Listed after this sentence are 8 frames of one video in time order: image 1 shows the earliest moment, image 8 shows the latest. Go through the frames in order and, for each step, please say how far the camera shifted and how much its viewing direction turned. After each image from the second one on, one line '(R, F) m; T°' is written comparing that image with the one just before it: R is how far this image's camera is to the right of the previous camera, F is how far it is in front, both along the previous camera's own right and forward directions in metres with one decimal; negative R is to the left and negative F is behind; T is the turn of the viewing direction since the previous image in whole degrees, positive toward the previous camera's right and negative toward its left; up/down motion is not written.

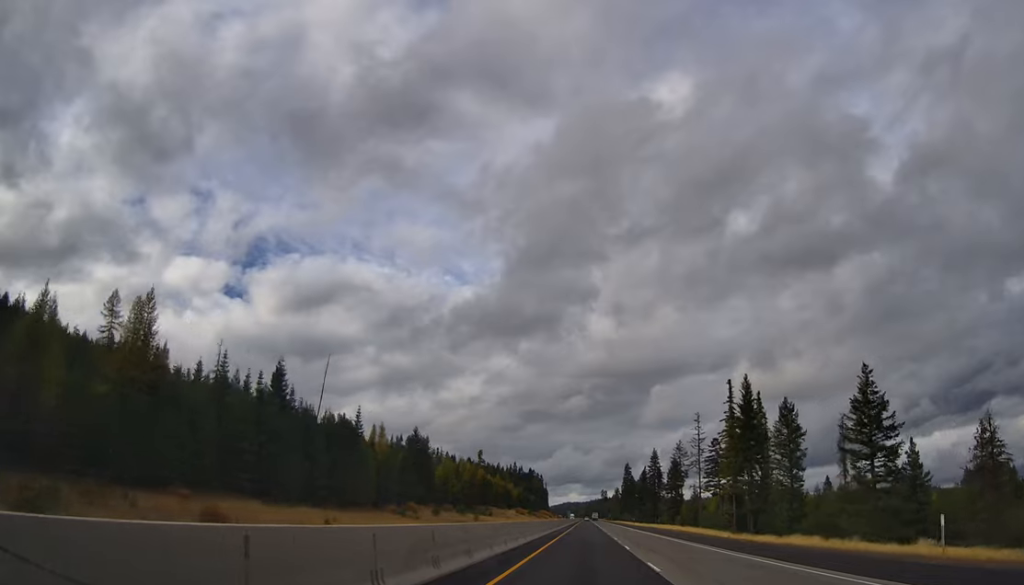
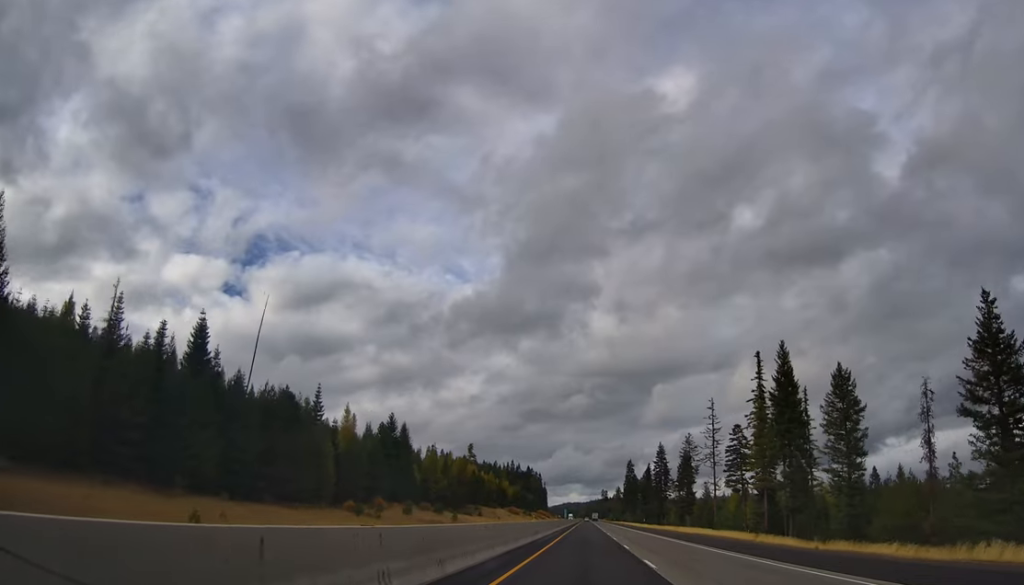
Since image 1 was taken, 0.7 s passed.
(0.0, +22.7) m; +1°
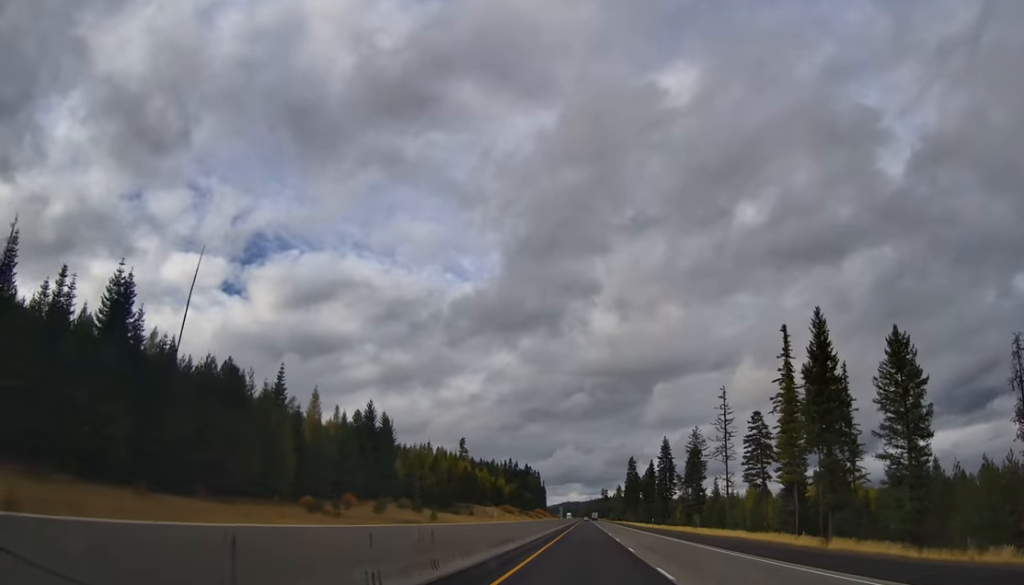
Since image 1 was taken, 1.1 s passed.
(+0.4, +15.9) m; 0°
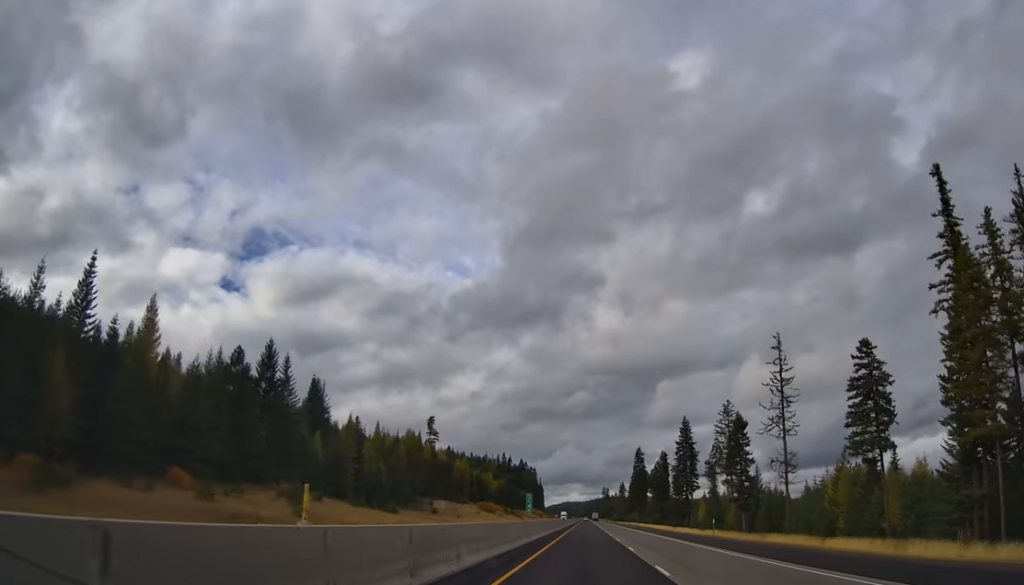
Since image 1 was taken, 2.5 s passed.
(-0.4, +47.8) m; -1°
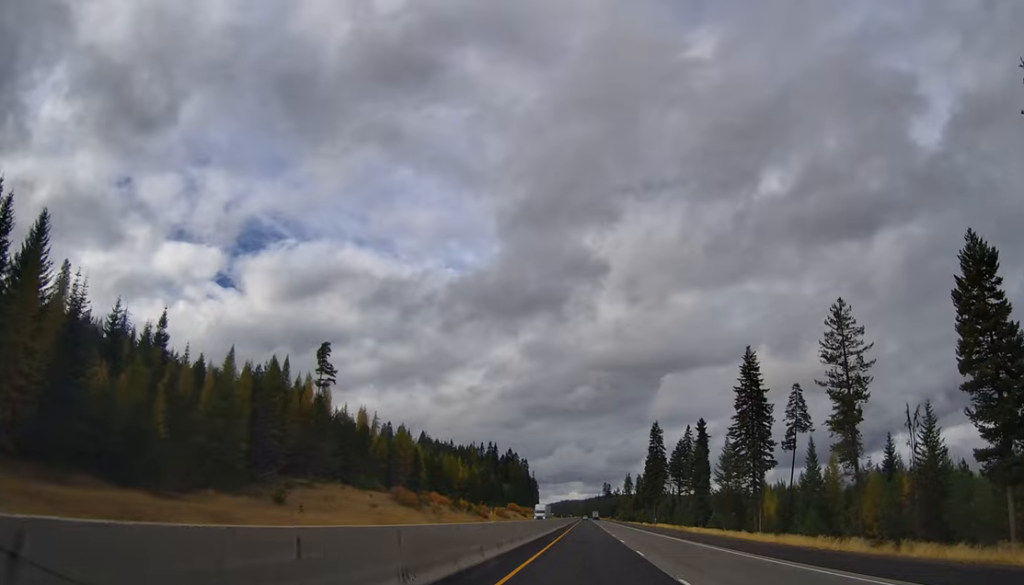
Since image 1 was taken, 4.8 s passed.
(-0.2, +77.2) m; 0°
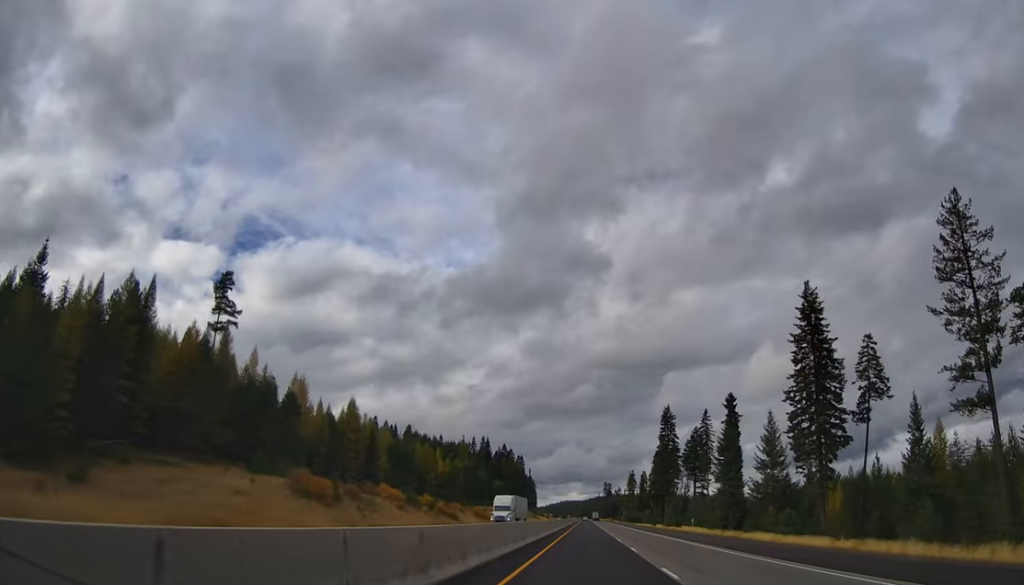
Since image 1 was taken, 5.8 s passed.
(+0.4, +33.0) m; 0°
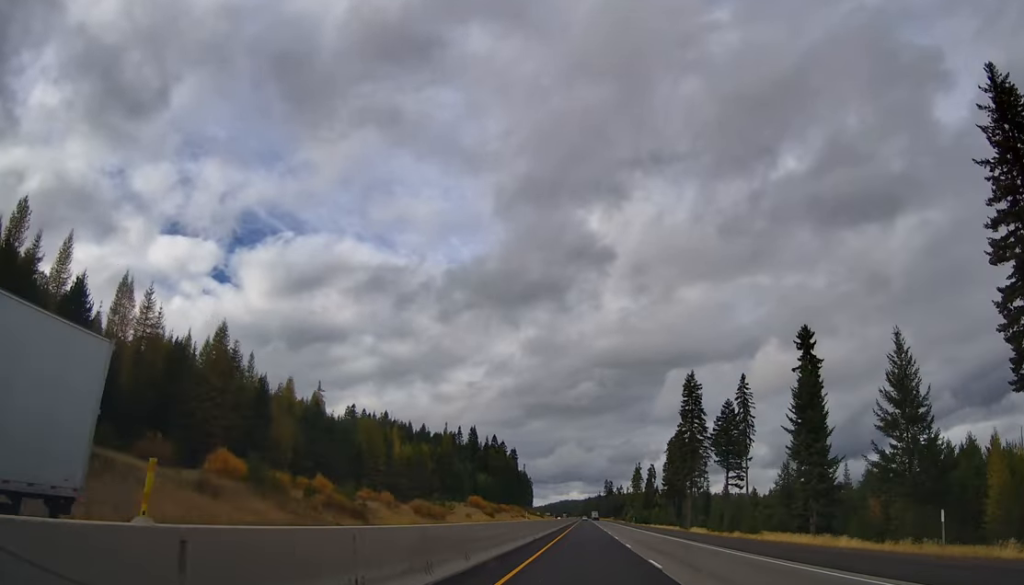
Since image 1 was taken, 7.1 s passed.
(-0.5, +45.5) m; -1°
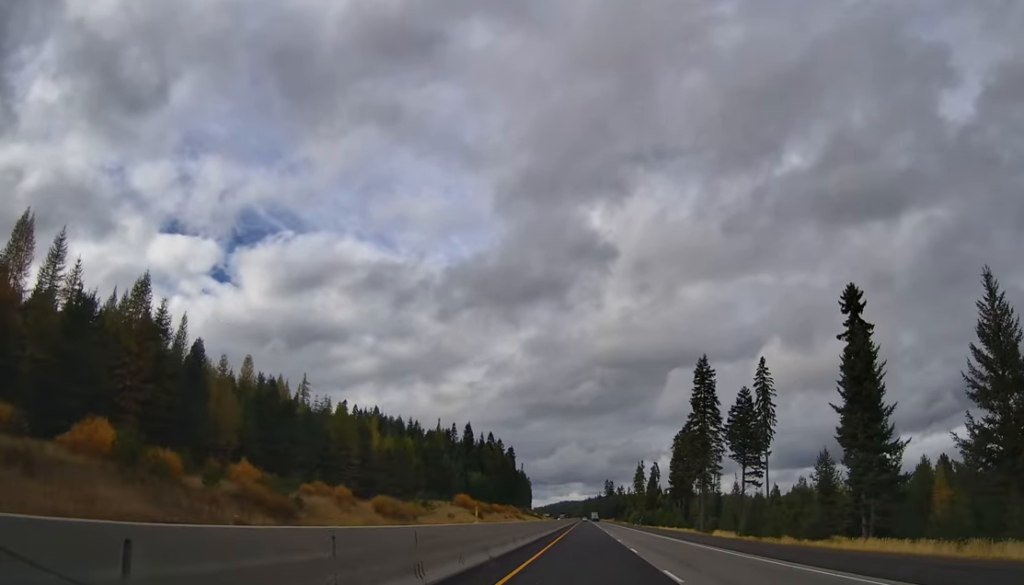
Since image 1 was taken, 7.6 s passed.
(-0.1, +16.0) m; 0°
